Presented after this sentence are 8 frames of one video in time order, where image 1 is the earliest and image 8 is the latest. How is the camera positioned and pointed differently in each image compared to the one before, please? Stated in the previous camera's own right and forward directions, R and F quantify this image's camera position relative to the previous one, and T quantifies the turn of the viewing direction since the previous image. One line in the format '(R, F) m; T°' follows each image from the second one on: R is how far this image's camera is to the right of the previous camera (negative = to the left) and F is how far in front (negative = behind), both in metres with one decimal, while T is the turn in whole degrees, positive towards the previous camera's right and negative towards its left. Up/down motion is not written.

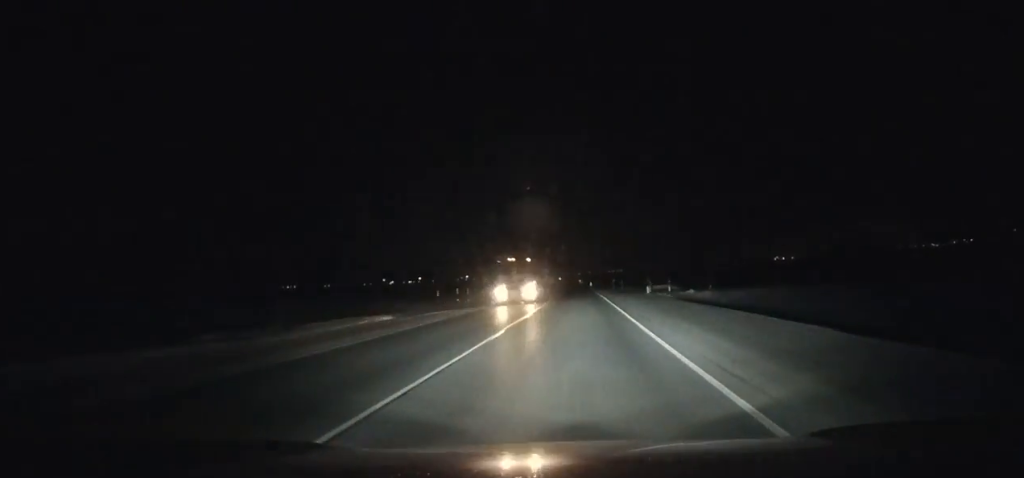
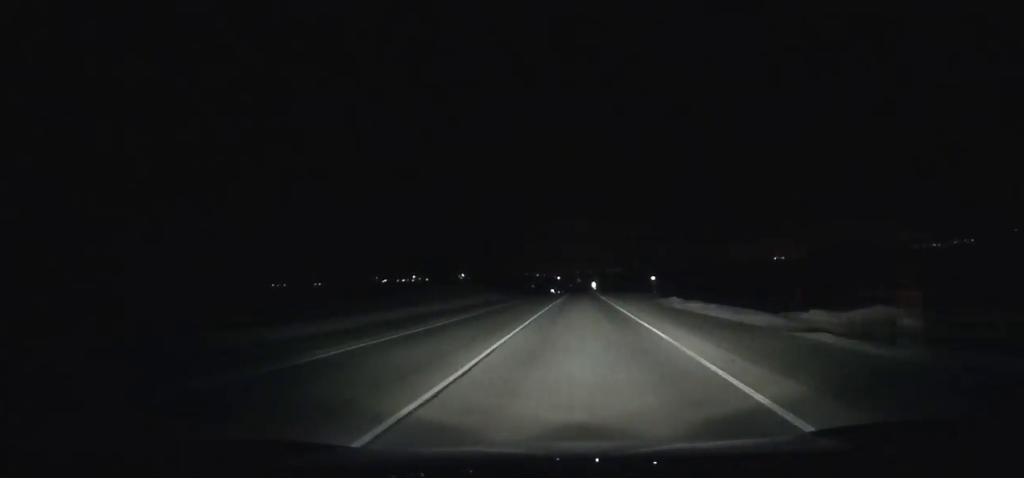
(0.0, +89.9) m; 0°
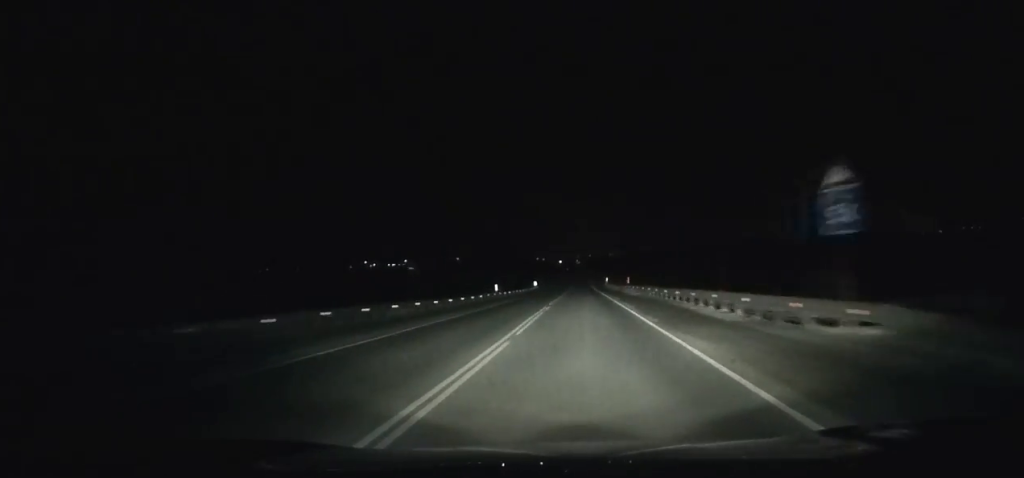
(-0.4, +194.1) m; 0°
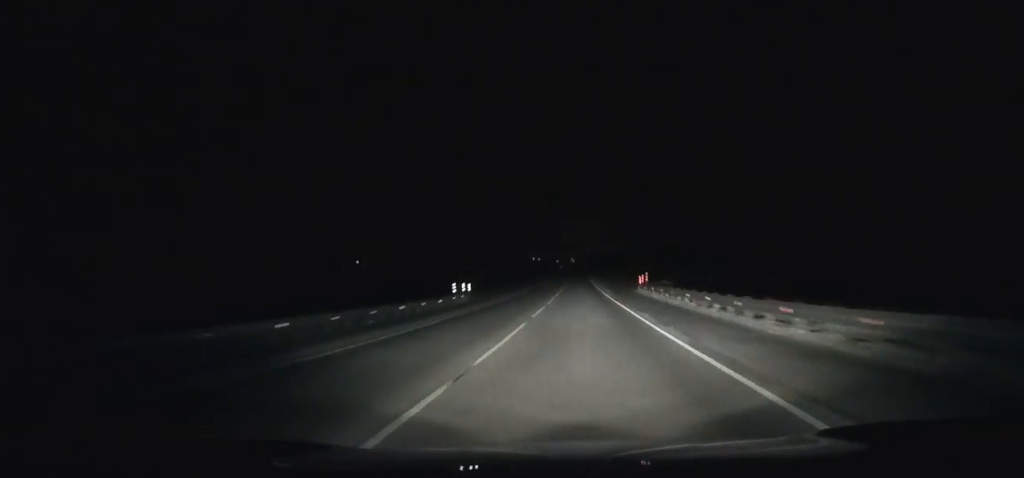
(-0.3, +72.3) m; 0°
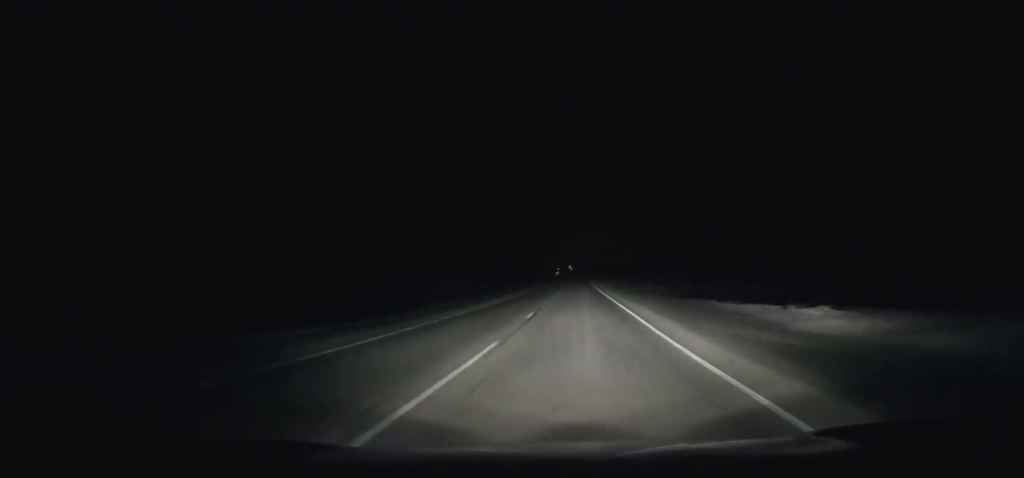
(+0.4, +54.8) m; 0°
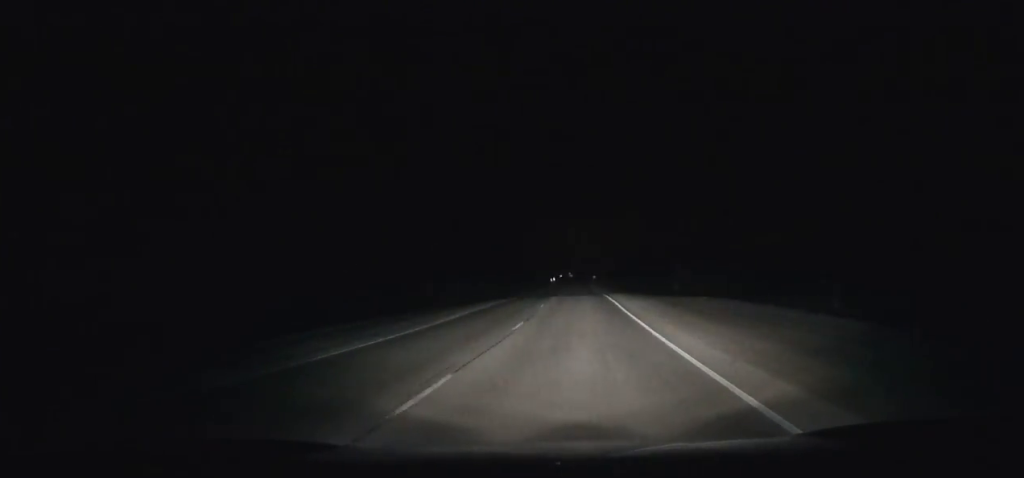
(+0.1, +64.1) m; 0°
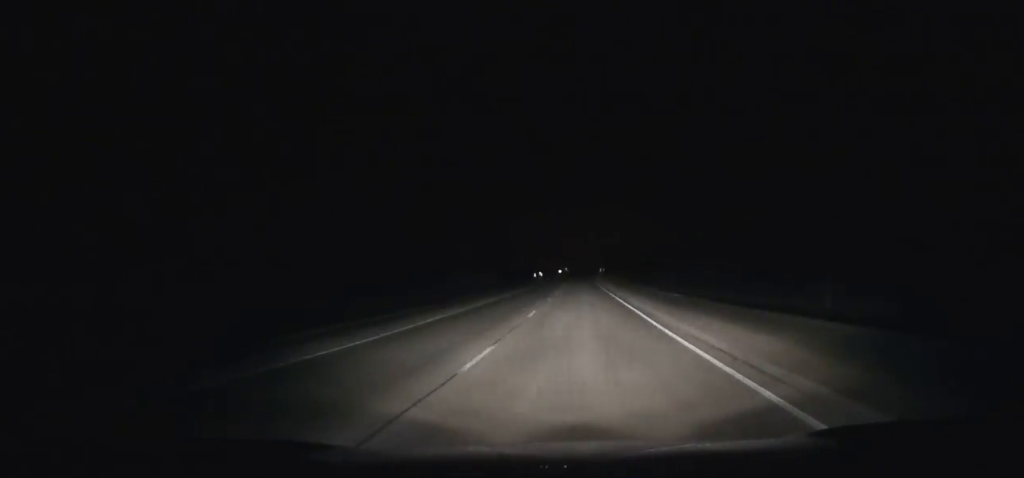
(0.0, +67.9) m; 0°
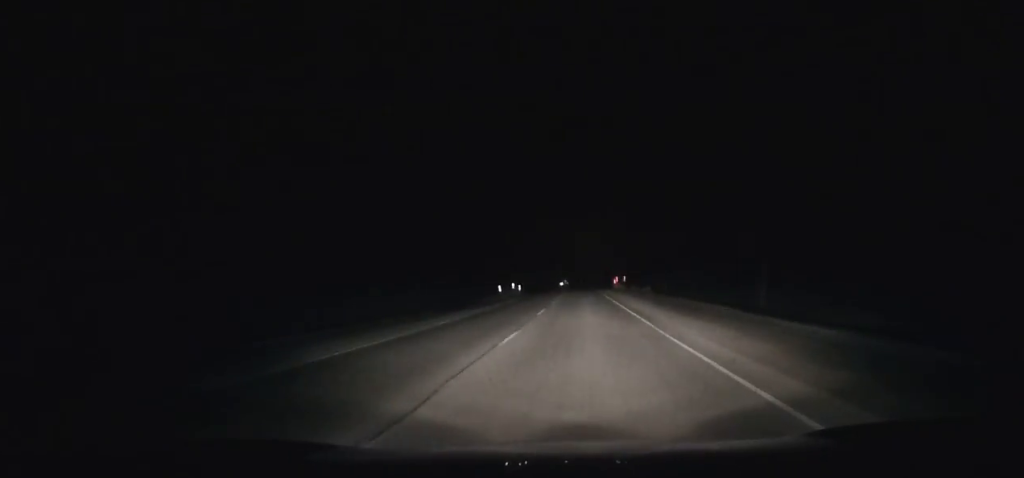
(+0.1, +54.3) m; 0°
